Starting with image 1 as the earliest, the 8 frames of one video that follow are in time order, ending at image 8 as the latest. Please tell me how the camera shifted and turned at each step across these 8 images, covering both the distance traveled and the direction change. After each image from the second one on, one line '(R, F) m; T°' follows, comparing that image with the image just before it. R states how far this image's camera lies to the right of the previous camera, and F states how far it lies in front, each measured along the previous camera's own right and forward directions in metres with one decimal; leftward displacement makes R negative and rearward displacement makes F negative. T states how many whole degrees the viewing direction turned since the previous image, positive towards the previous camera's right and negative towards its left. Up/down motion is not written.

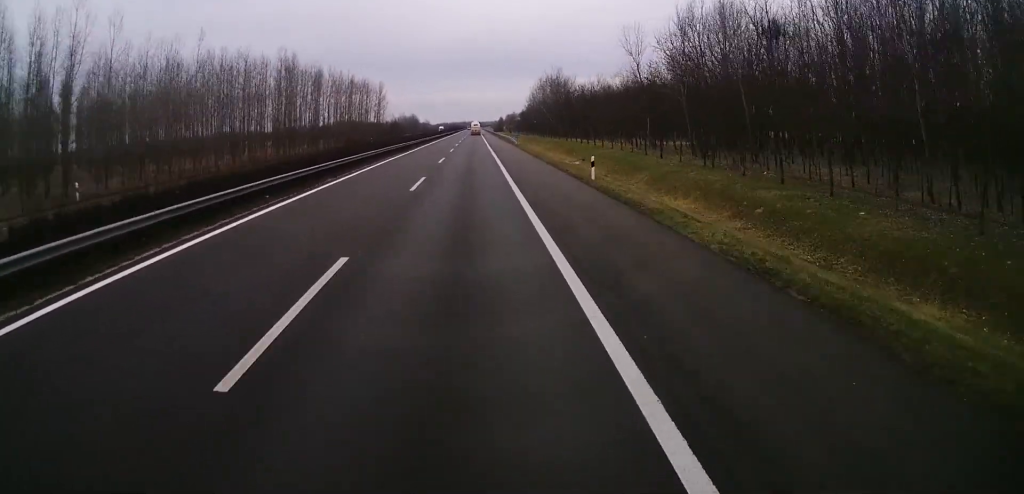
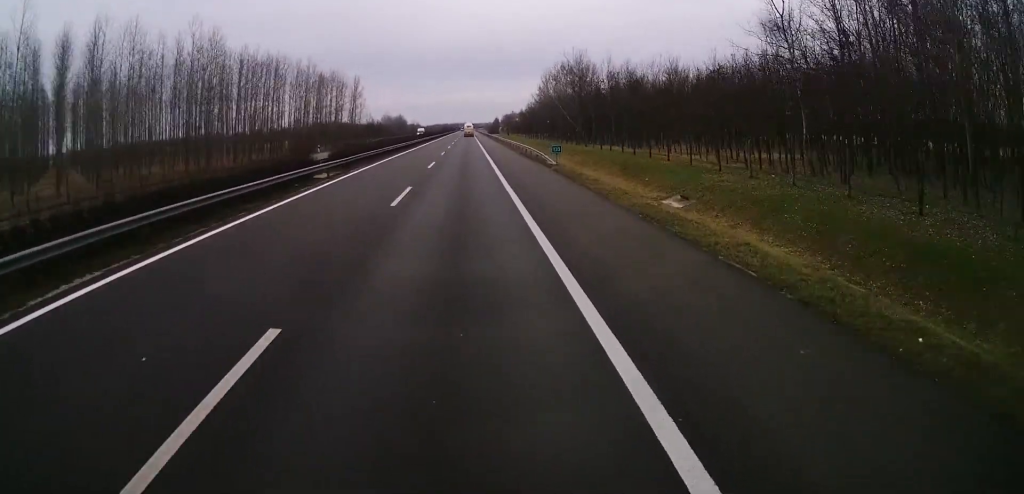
(+0.2, +40.0) m; 0°
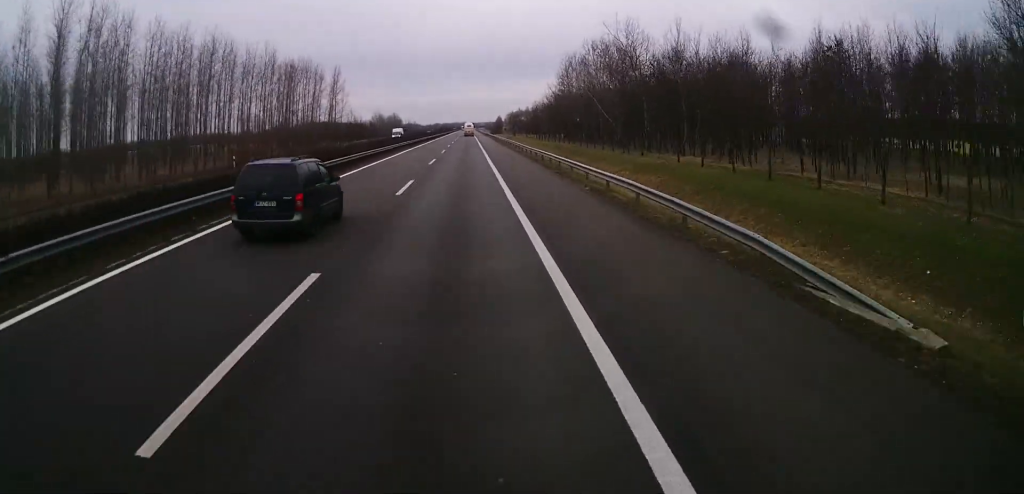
(-0.5, +33.2) m; 0°
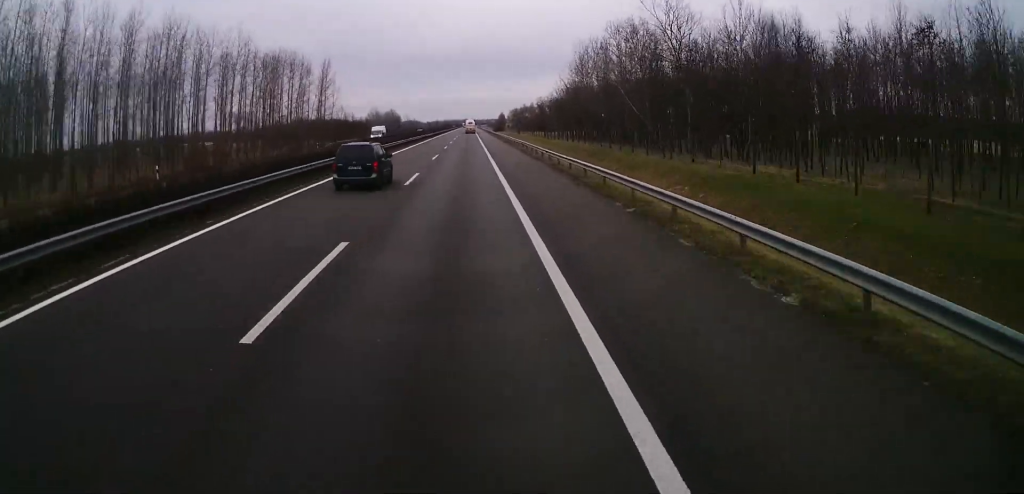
(+0.3, +15.5) m; +1°
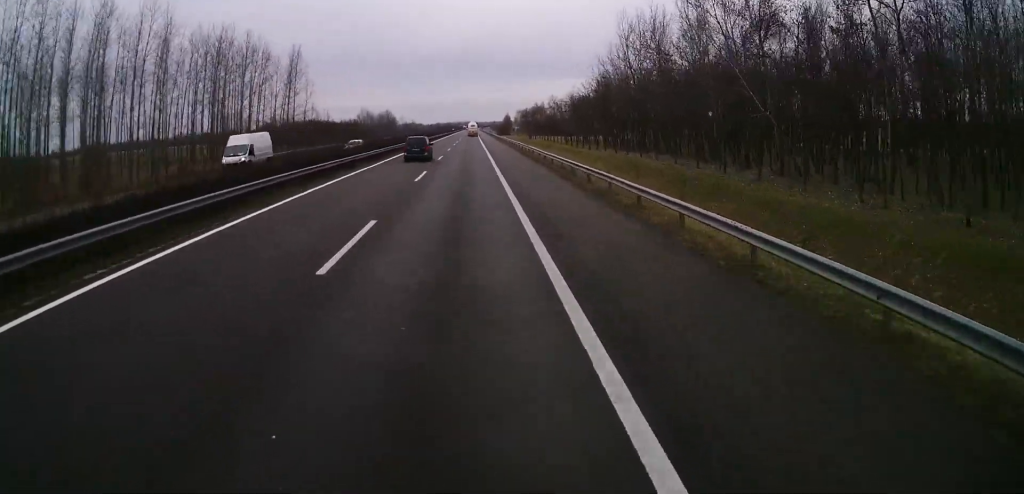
(0.0, +32.4) m; 0°
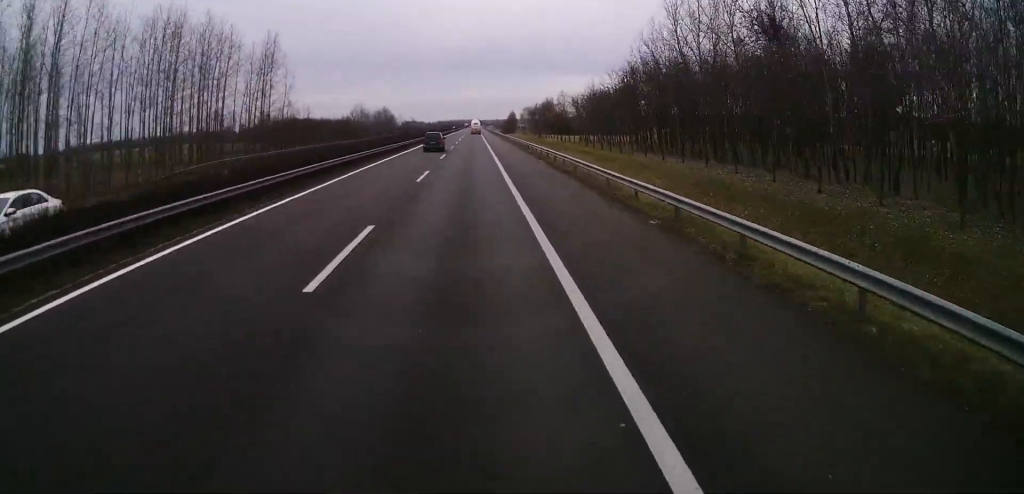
(+0.2, +19.3) m; 0°
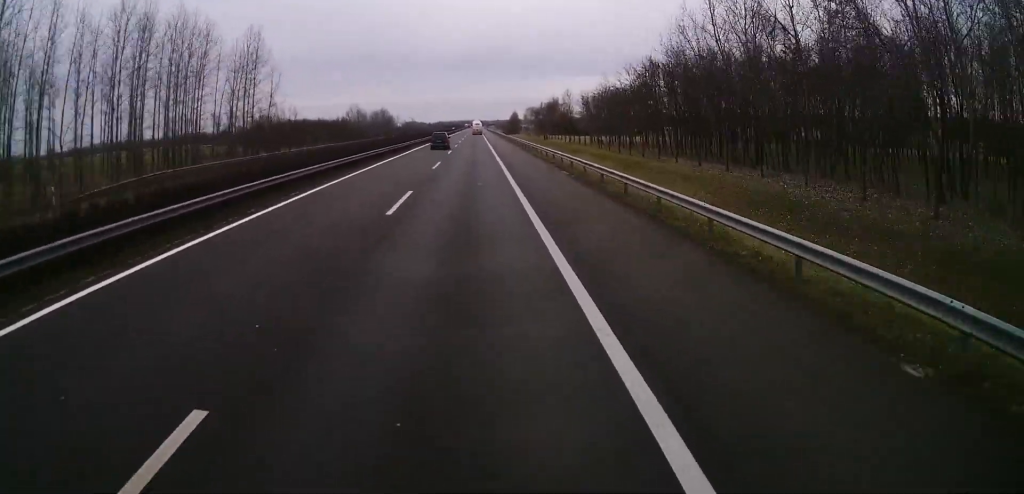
(0.0, +10.0) m; 0°
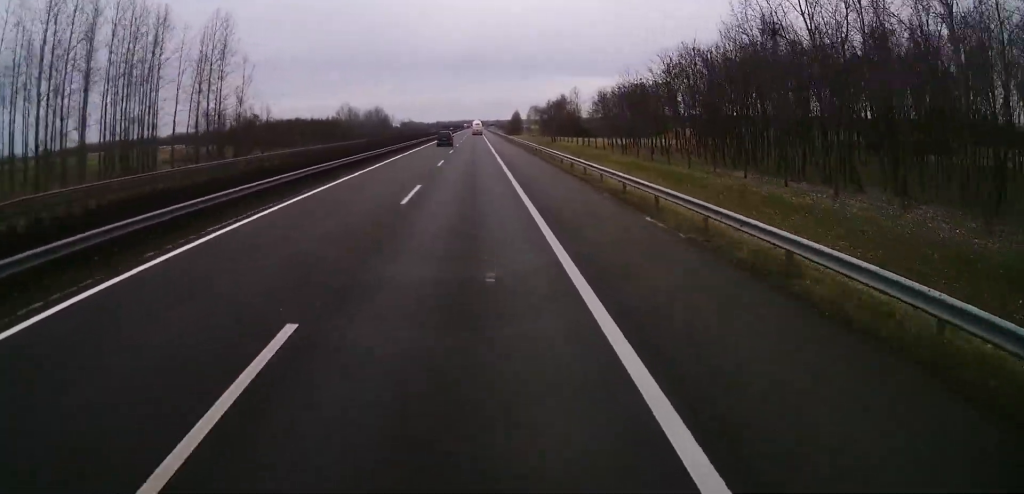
(-0.1, +15.4) m; 0°
